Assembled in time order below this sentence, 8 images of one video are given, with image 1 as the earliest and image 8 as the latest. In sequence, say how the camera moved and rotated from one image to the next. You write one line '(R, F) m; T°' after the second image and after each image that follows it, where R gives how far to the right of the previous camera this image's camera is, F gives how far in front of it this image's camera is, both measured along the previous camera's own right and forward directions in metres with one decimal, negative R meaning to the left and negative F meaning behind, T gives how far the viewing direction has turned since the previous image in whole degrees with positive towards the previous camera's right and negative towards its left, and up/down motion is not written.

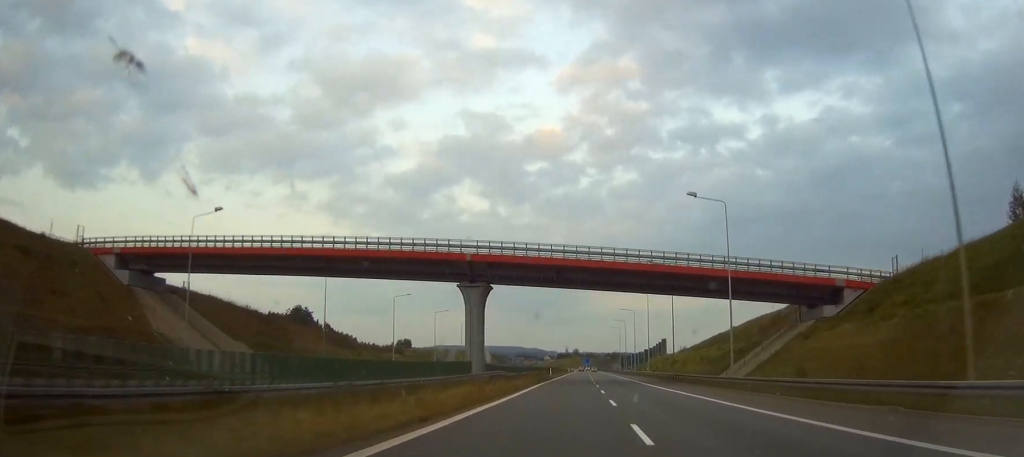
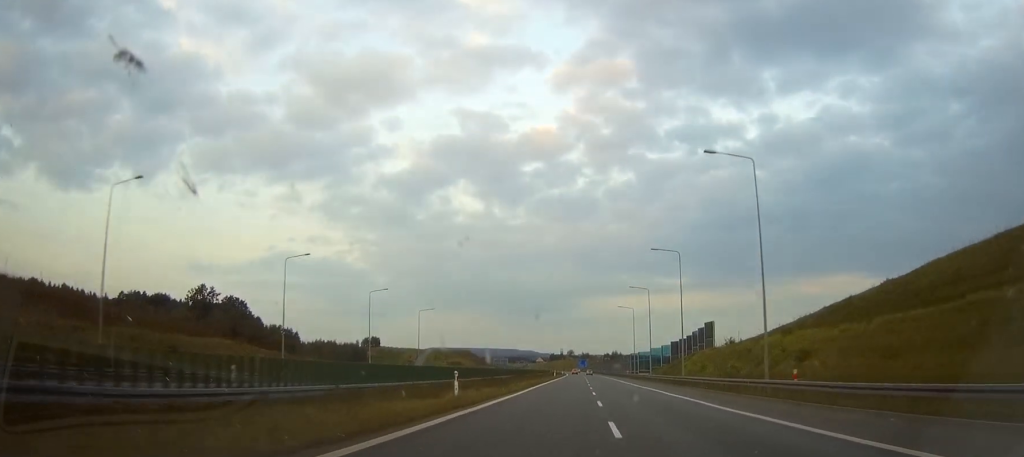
(-0.2, +70.7) m; -1°
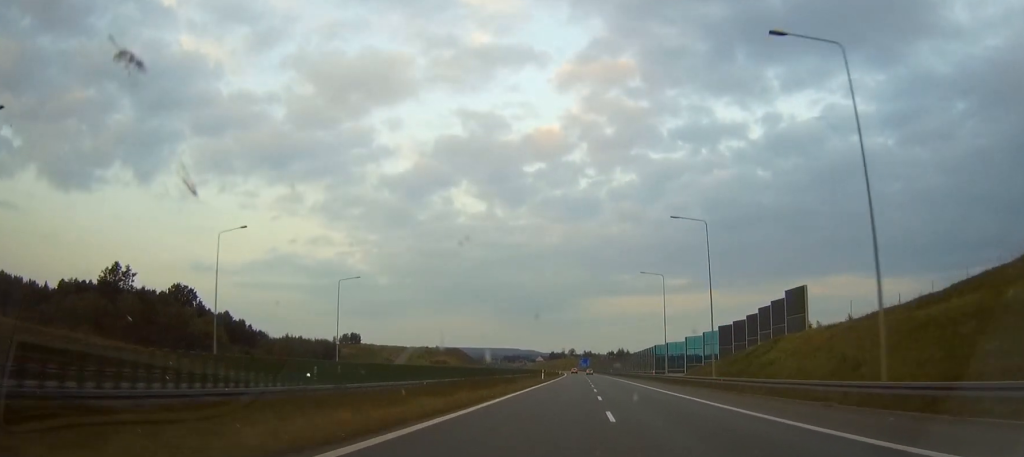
(0.0, +44.8) m; 0°
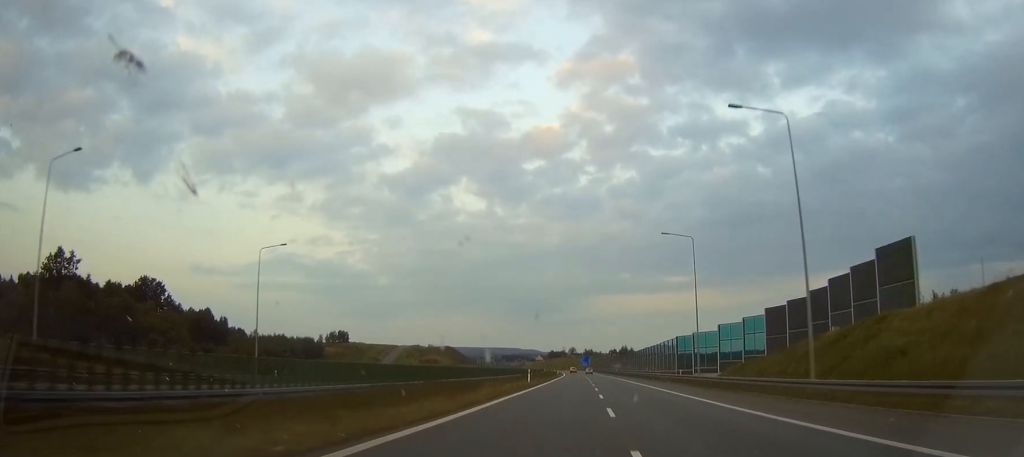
(0.0, +22.6) m; 0°
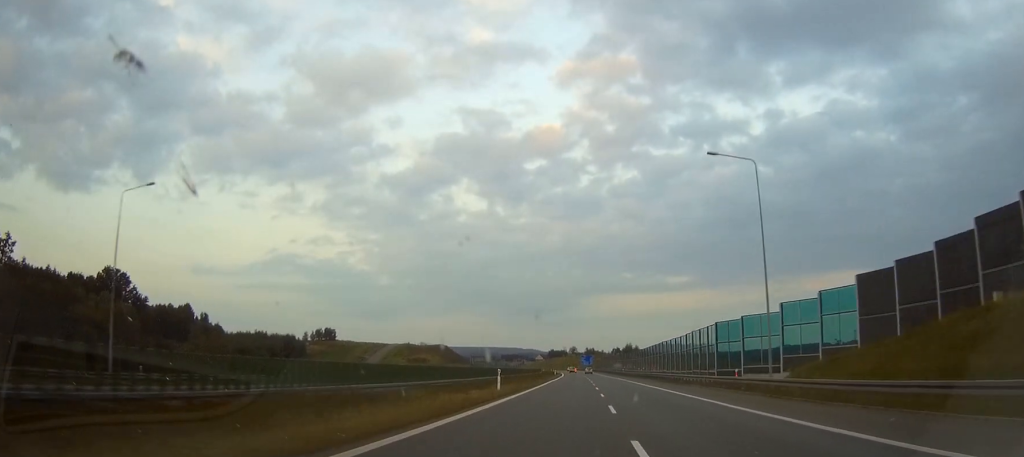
(0.0, +22.6) m; 0°
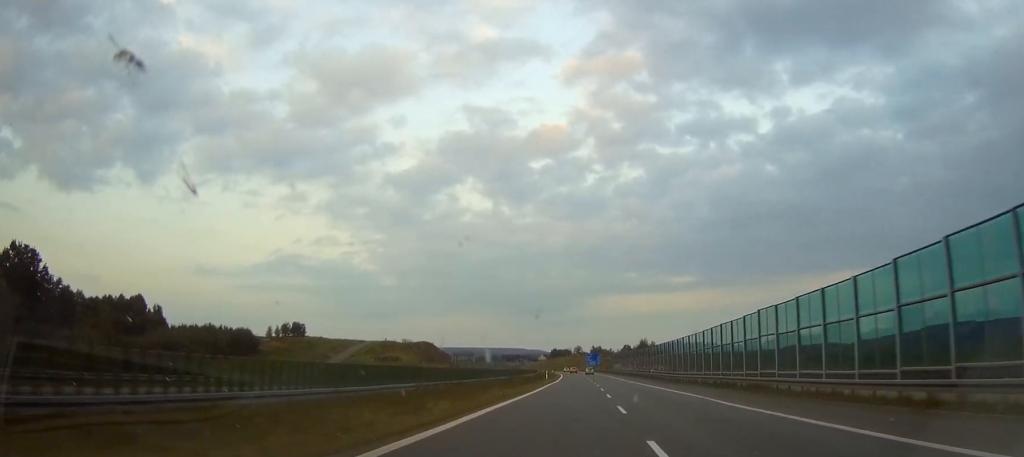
(0.0, +48.6) m; 0°
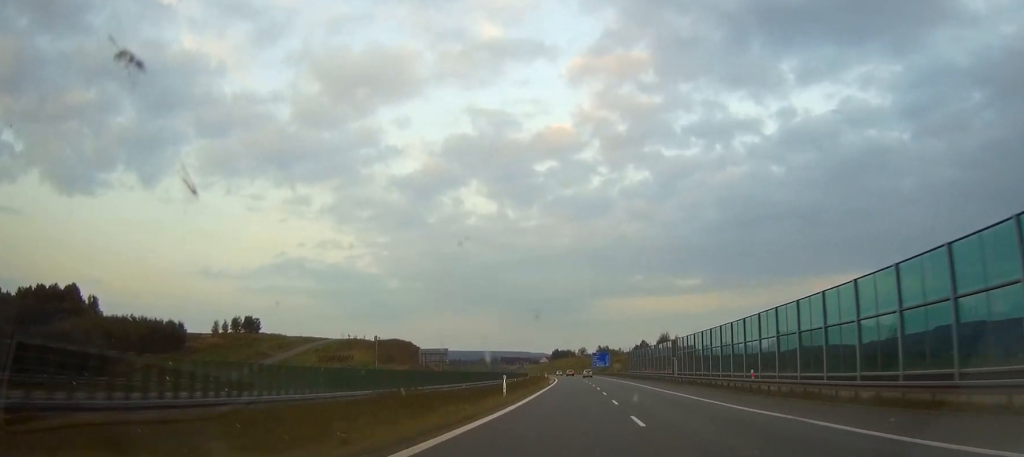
(0.0, +51.9) m; 0°
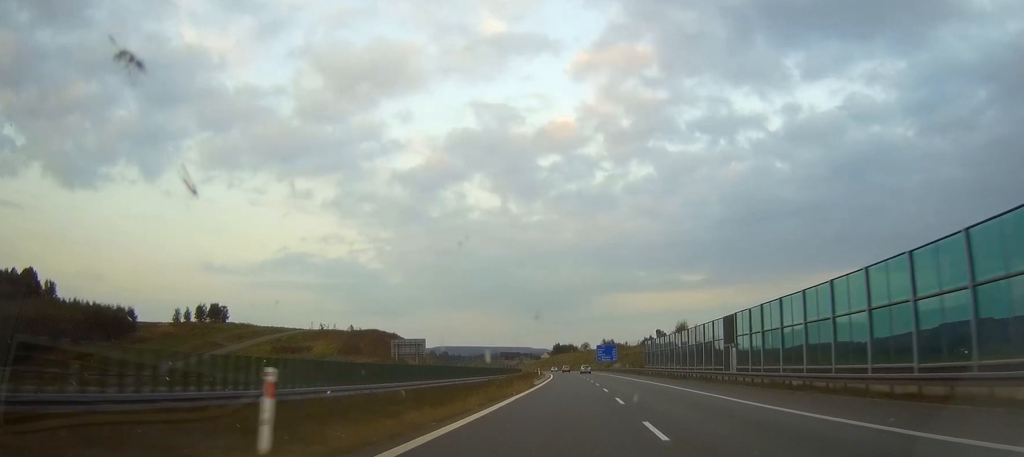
(0.0, +27.6) m; 0°
